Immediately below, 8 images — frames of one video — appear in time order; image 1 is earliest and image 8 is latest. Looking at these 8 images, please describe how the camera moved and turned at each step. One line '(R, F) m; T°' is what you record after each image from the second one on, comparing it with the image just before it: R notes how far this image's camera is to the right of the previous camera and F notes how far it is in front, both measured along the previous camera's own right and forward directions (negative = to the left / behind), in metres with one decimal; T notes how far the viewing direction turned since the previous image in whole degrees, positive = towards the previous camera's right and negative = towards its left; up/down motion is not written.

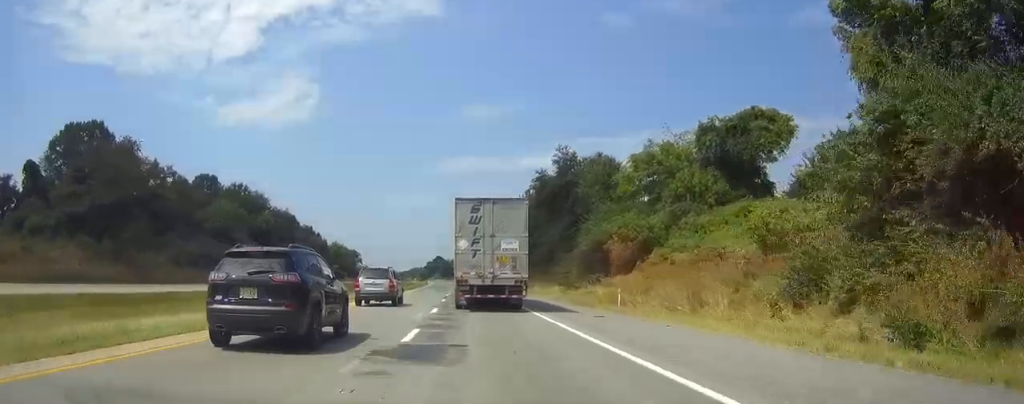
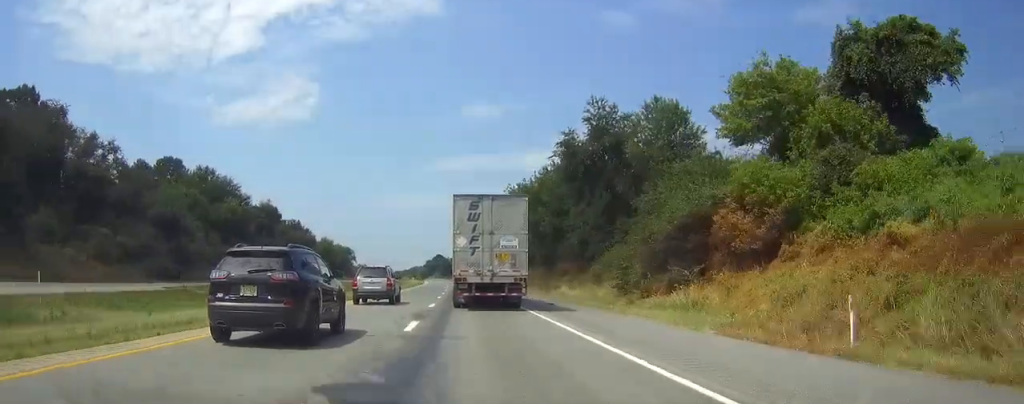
(-0.1, +22.1) m; -1°
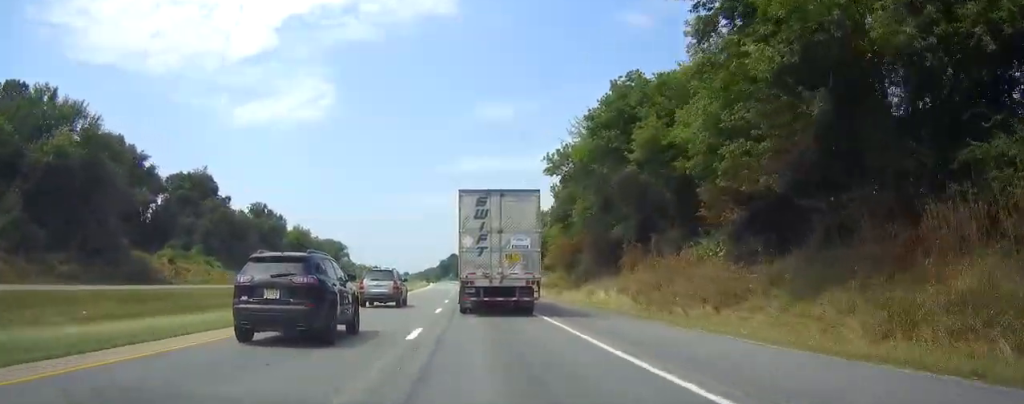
(-0.6, +62.5) m; -1°
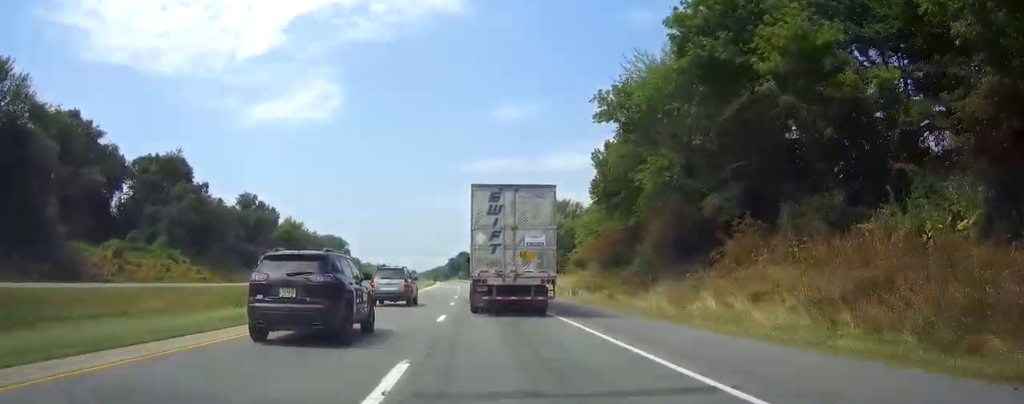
(+0.2, +18.2) m; -1°
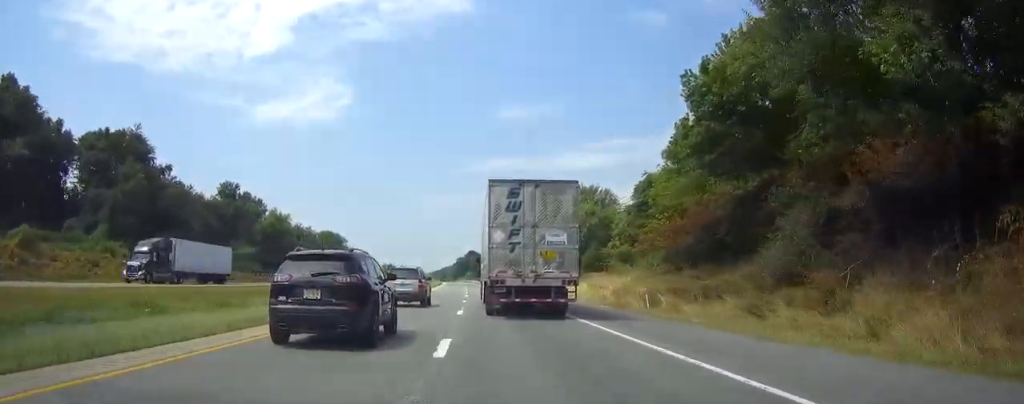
(-0.5, +20.3) m; -1°
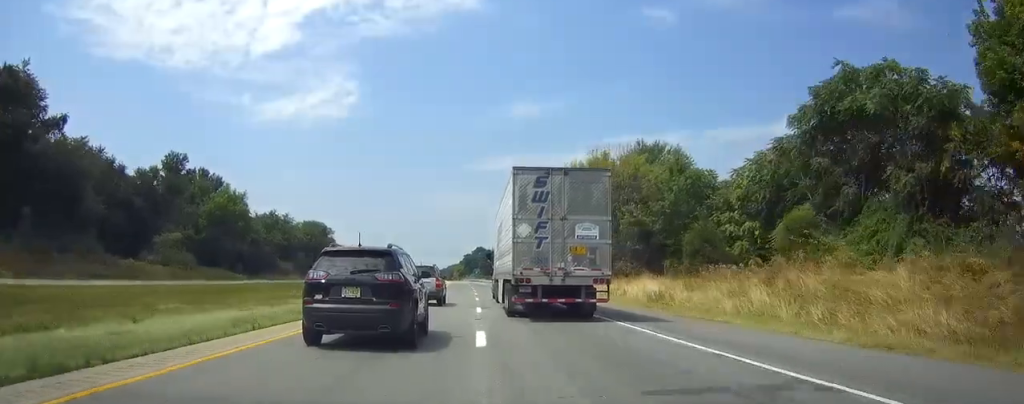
(-0.3, +34.6) m; -1°
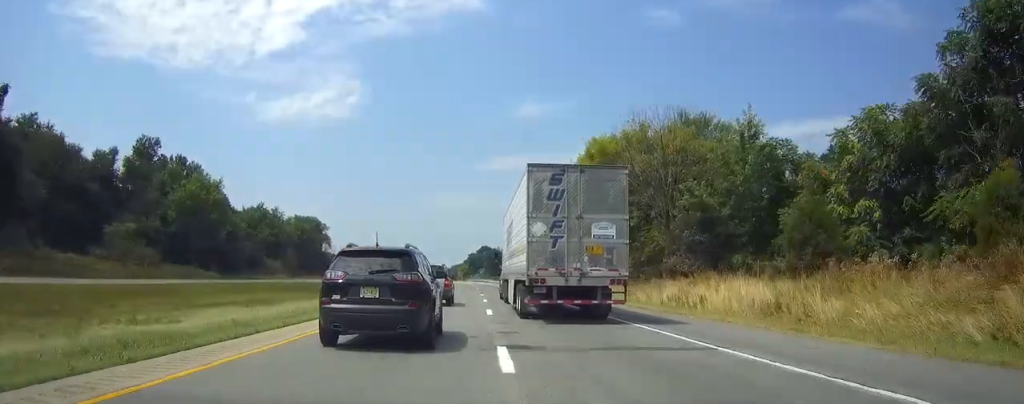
(0.0, +14.2) m; 0°
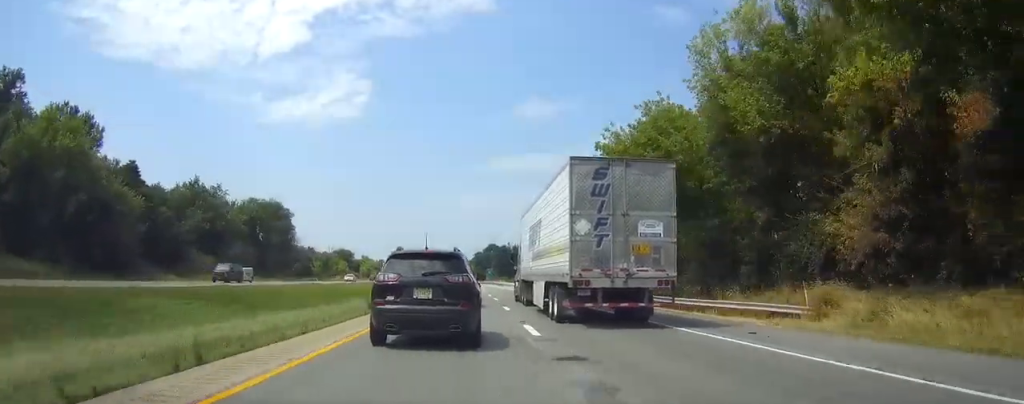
(-0.2, +43.7) m; -1°
